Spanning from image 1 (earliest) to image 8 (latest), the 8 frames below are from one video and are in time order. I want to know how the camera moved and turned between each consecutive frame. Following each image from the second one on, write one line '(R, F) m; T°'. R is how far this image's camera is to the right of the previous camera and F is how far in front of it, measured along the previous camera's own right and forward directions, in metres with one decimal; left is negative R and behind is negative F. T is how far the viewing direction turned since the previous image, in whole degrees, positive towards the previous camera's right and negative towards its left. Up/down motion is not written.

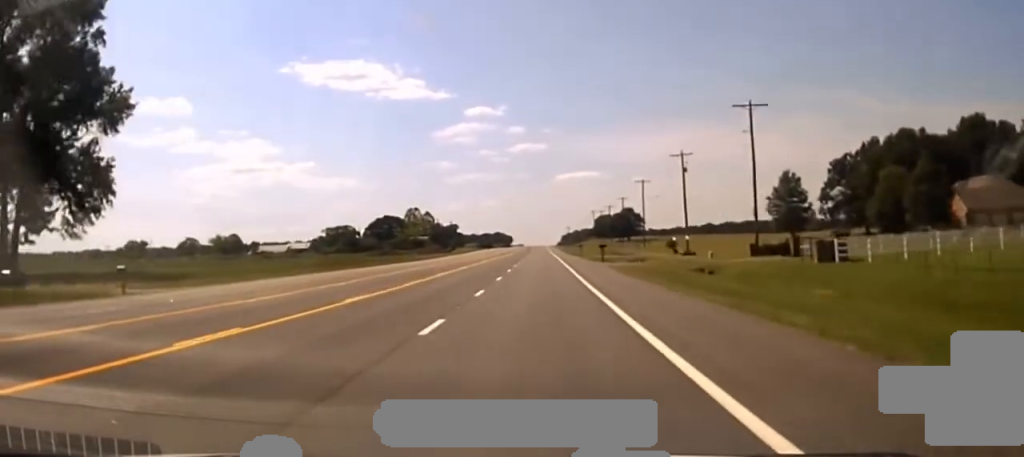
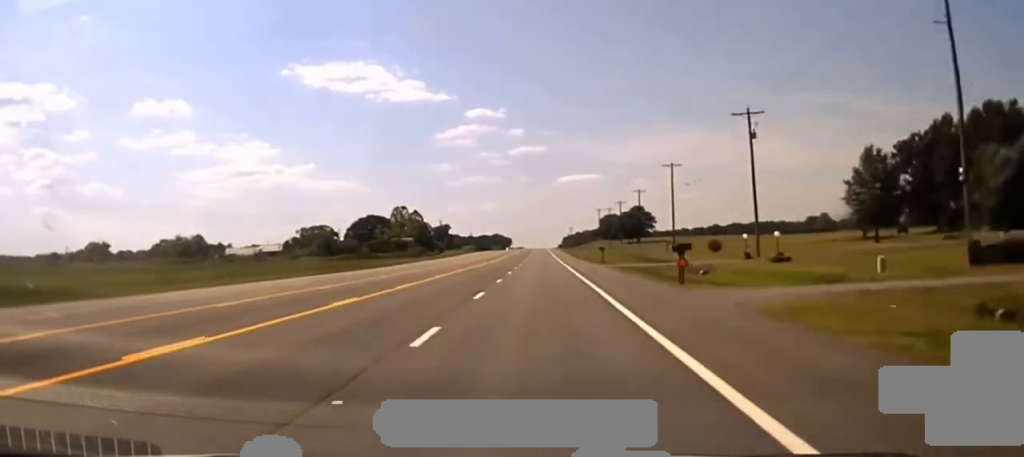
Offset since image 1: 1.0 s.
(0.0, +33.2) m; 0°
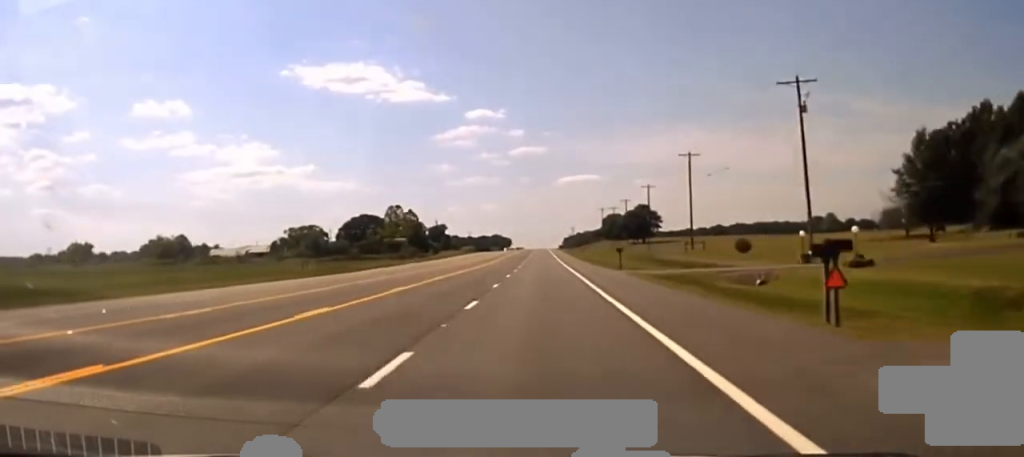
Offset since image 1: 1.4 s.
(0.0, +13.6) m; 0°
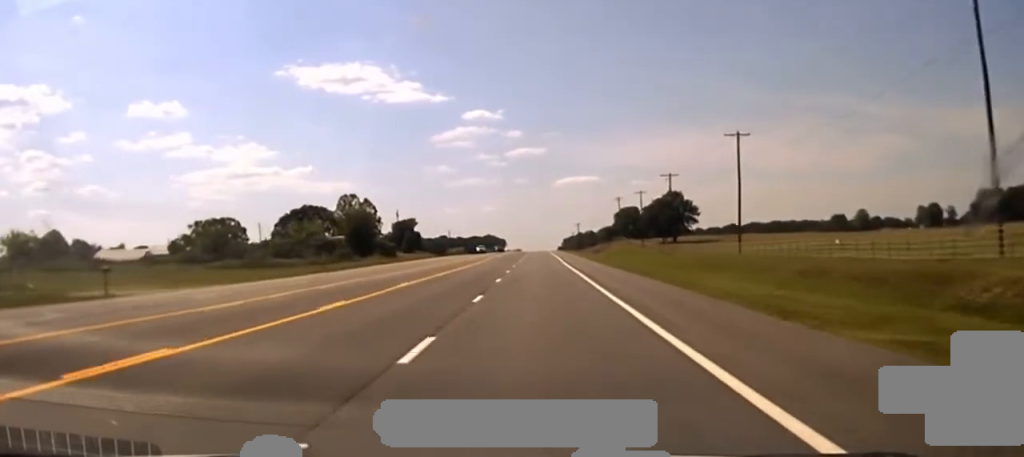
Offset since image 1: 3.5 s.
(0.0, +77.8) m; 0°
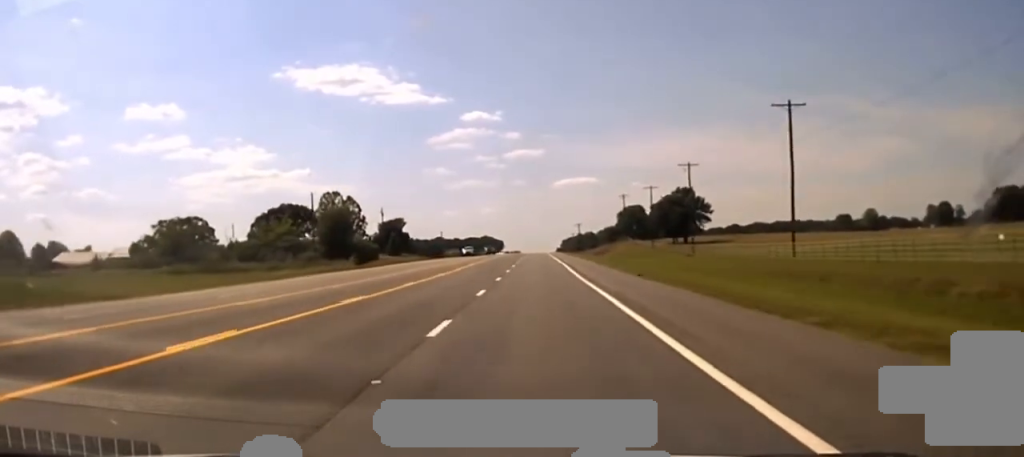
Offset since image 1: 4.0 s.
(0.0, +22.3) m; 0°
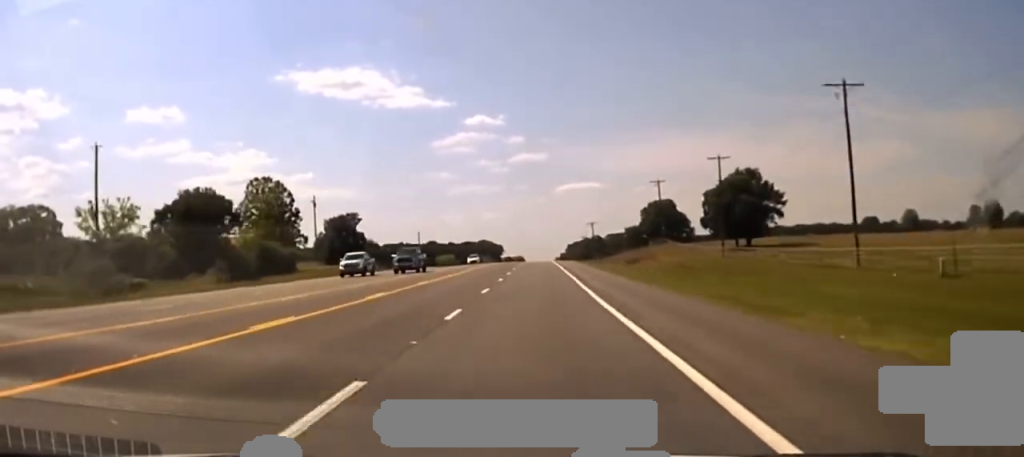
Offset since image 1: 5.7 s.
(0.0, +76.8) m; 0°
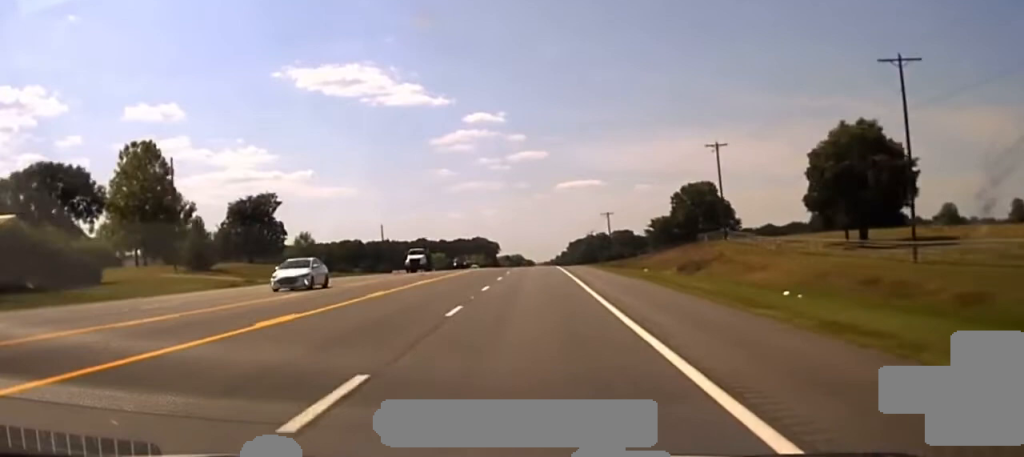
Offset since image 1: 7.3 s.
(0.0, +61.2) m; 0°
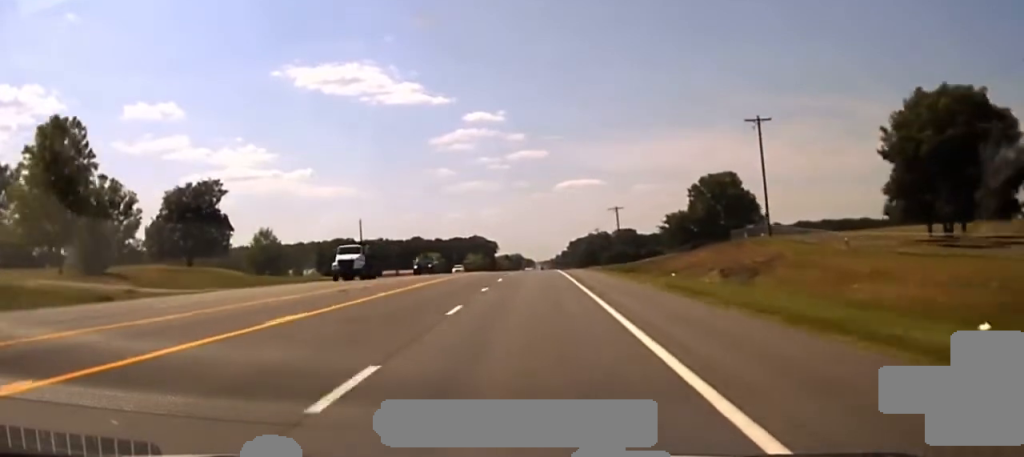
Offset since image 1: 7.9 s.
(0.0, +22.1) m; 0°
